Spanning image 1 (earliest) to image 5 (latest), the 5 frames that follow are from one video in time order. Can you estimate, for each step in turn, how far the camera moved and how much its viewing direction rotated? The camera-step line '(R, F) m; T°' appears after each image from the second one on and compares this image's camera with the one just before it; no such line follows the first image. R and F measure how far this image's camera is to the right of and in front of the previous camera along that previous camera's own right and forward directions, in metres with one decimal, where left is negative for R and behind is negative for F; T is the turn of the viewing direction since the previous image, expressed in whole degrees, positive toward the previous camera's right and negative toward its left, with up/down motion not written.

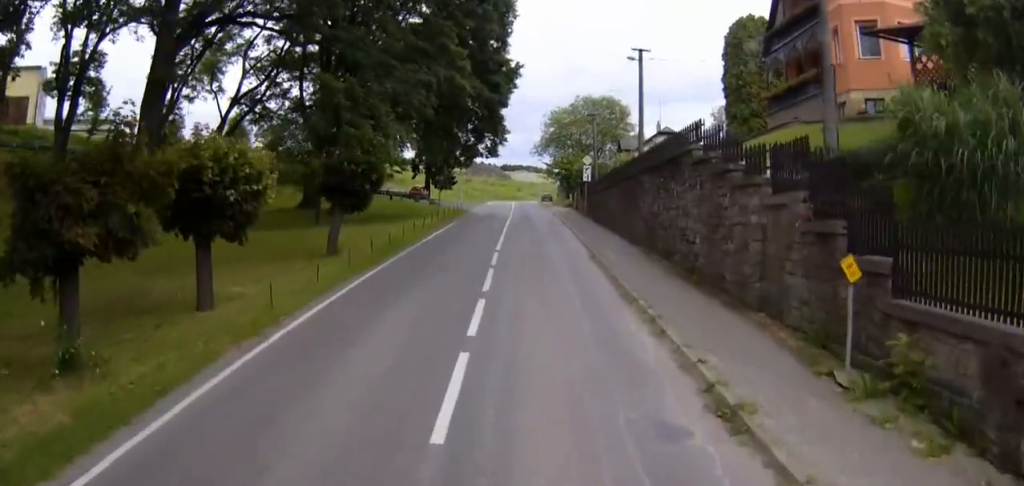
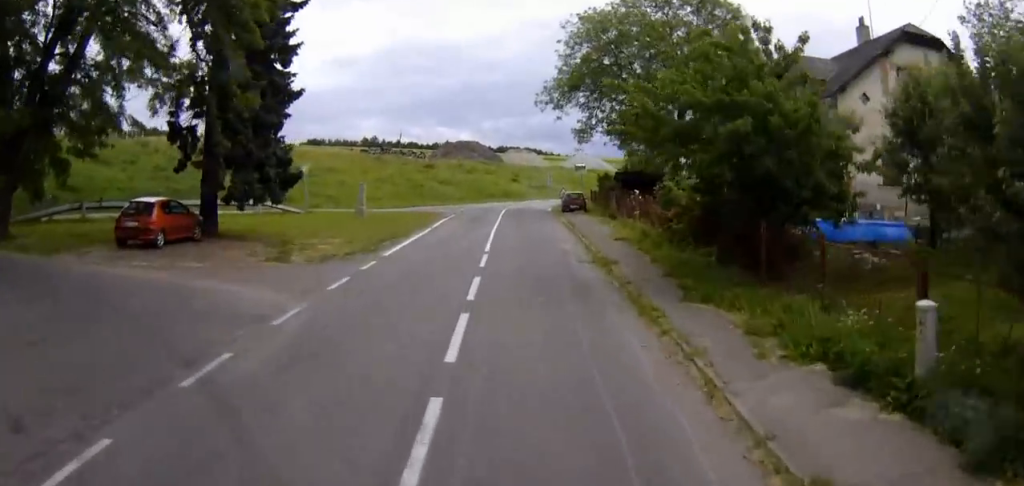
(+1.6, +56.0) m; +1°
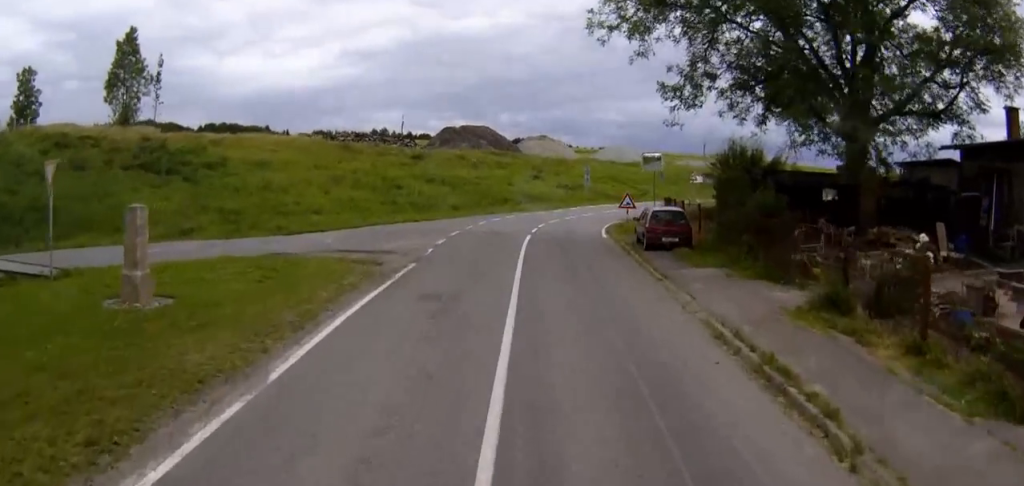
(-2.8, +23.0) m; -14°
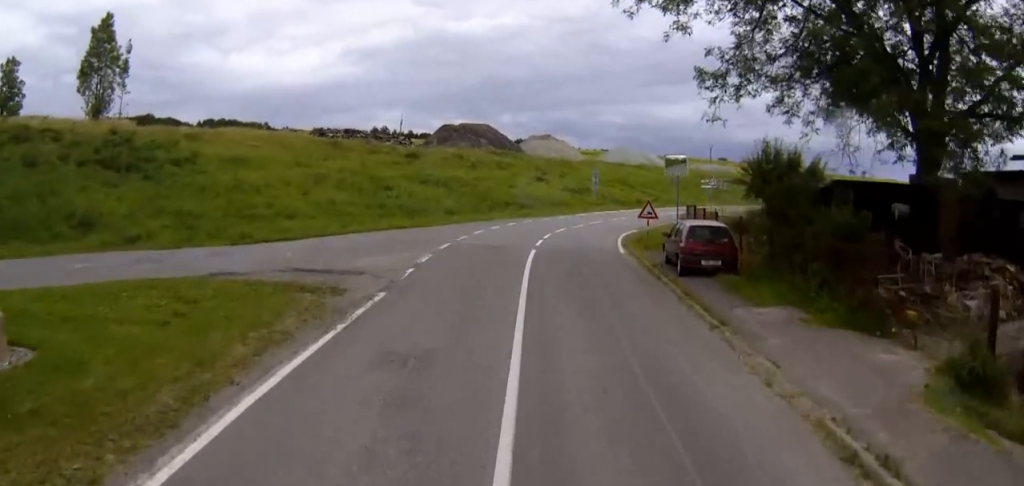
(0.0, +4.5) m; 0°
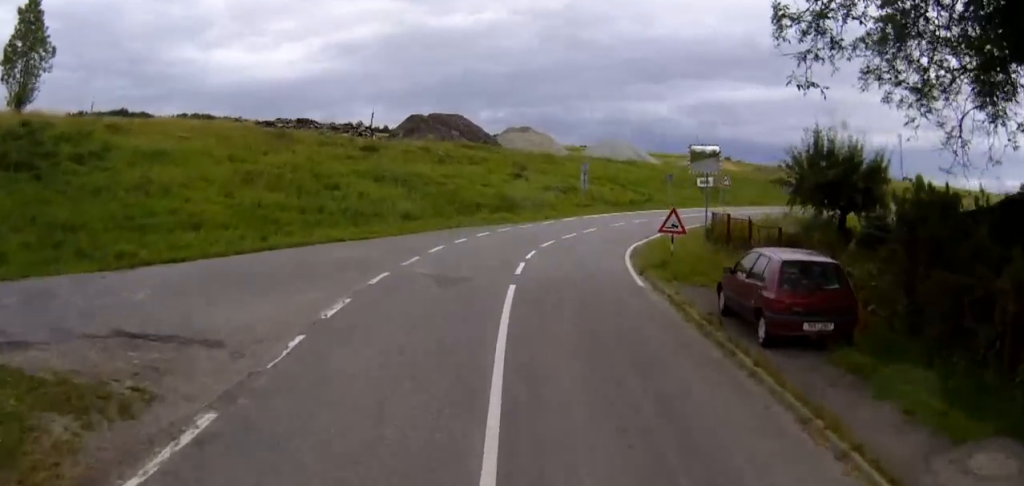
(0.0, +7.4) m; +2°
